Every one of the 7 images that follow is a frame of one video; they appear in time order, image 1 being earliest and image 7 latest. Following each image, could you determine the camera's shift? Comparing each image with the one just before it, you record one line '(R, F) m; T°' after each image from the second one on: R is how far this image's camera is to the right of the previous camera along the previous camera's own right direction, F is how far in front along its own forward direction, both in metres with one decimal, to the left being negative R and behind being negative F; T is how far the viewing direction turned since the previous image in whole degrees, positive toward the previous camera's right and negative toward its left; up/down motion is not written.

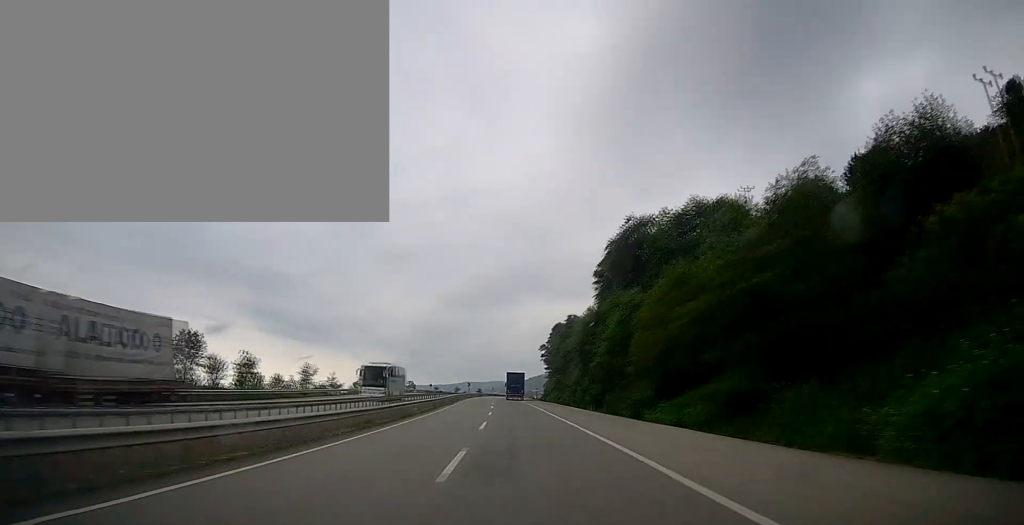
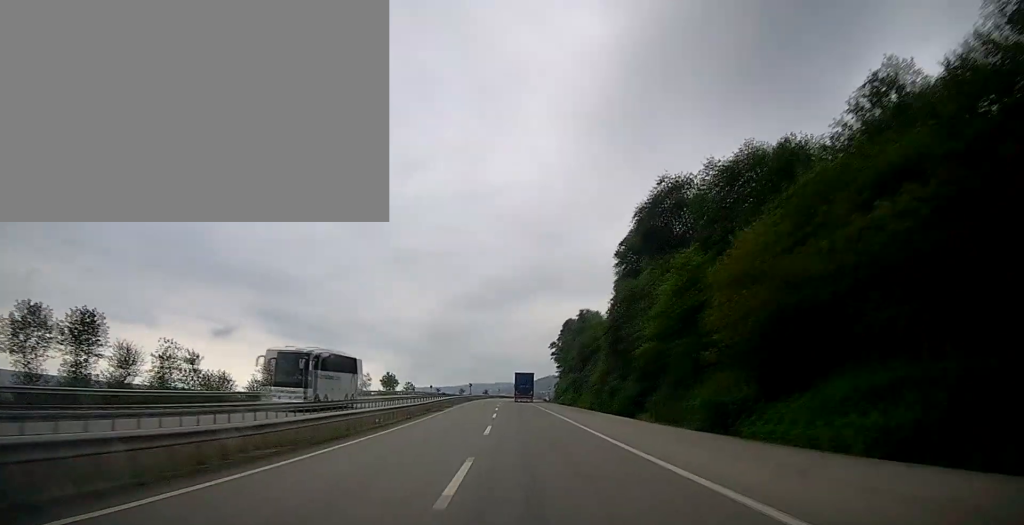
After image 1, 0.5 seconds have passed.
(-0.1, +14.1) m; -1°
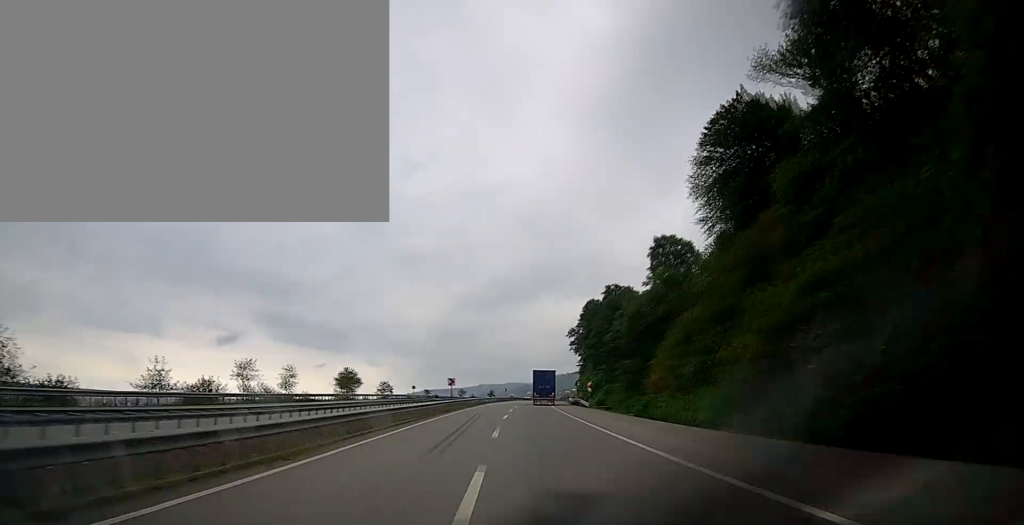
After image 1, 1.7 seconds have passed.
(-0.4, +37.1) m; -1°
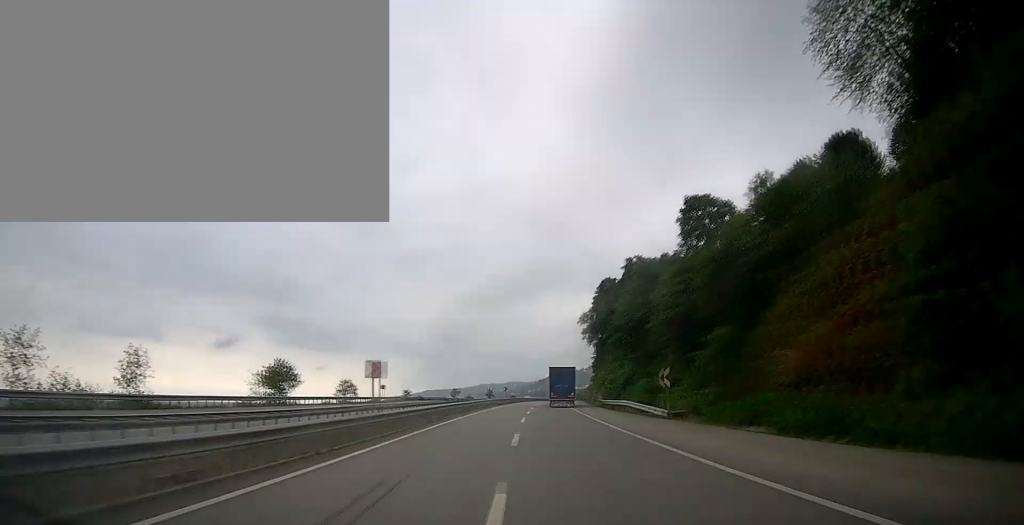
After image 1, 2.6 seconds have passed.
(-0.2, +26.0) m; 0°
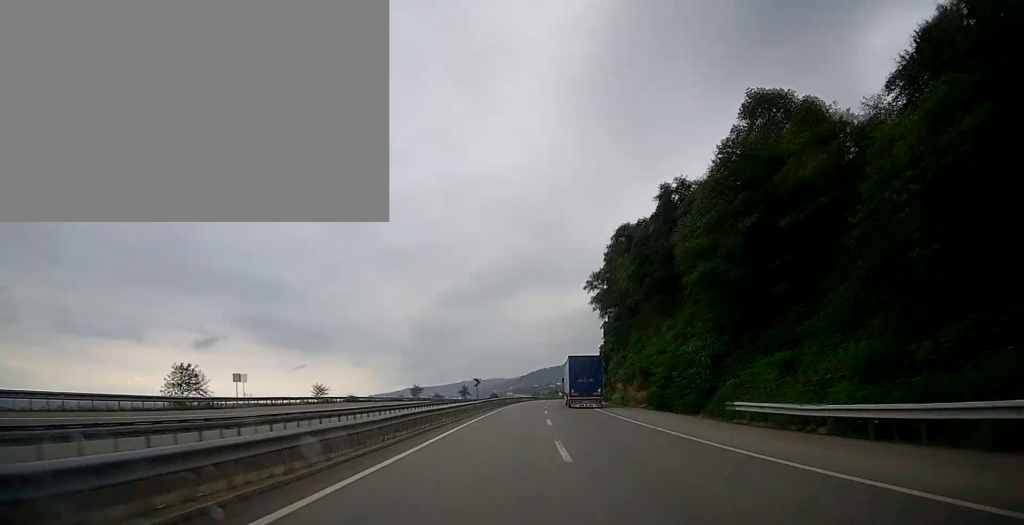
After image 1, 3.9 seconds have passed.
(+0.5, +39.1) m; +2°
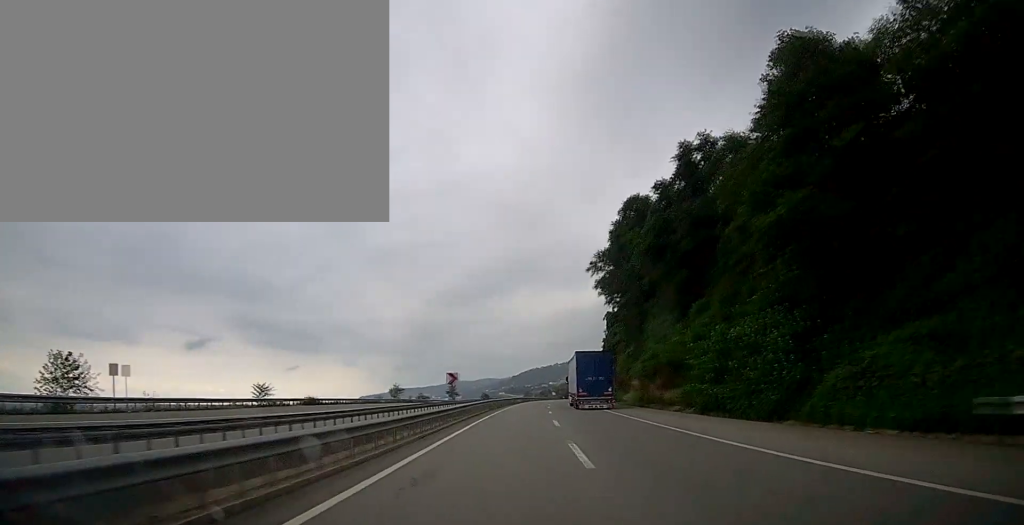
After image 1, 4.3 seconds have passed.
(+0.1, +13.1) m; +1°
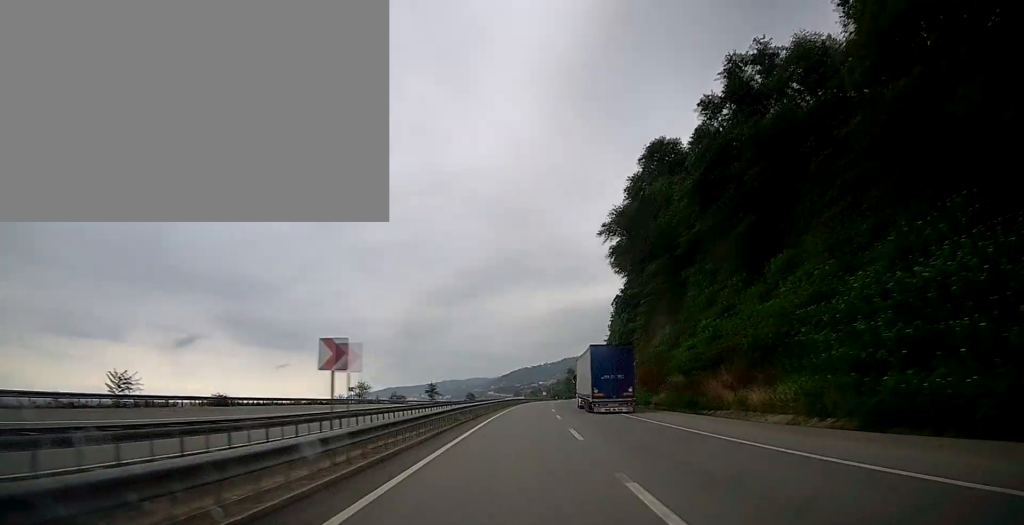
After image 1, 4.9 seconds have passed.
(+0.2, +18.1) m; +1°
